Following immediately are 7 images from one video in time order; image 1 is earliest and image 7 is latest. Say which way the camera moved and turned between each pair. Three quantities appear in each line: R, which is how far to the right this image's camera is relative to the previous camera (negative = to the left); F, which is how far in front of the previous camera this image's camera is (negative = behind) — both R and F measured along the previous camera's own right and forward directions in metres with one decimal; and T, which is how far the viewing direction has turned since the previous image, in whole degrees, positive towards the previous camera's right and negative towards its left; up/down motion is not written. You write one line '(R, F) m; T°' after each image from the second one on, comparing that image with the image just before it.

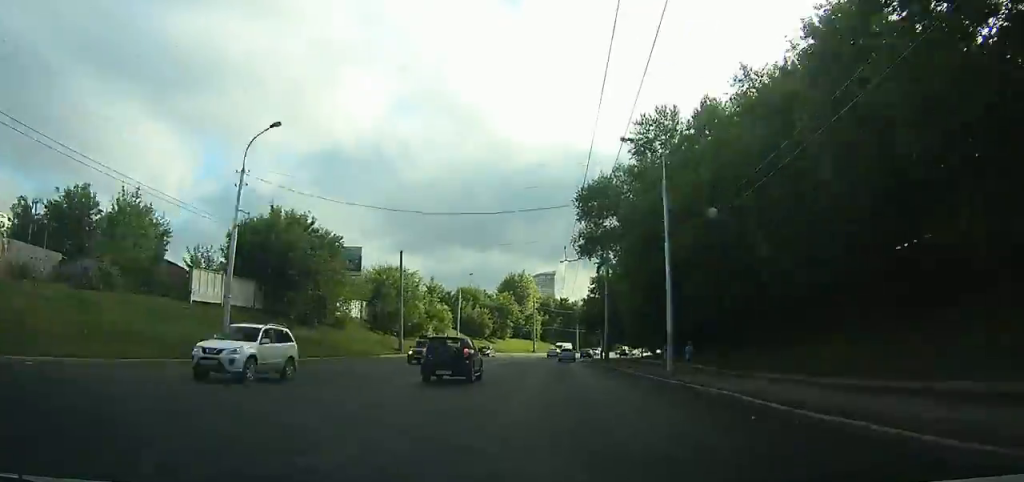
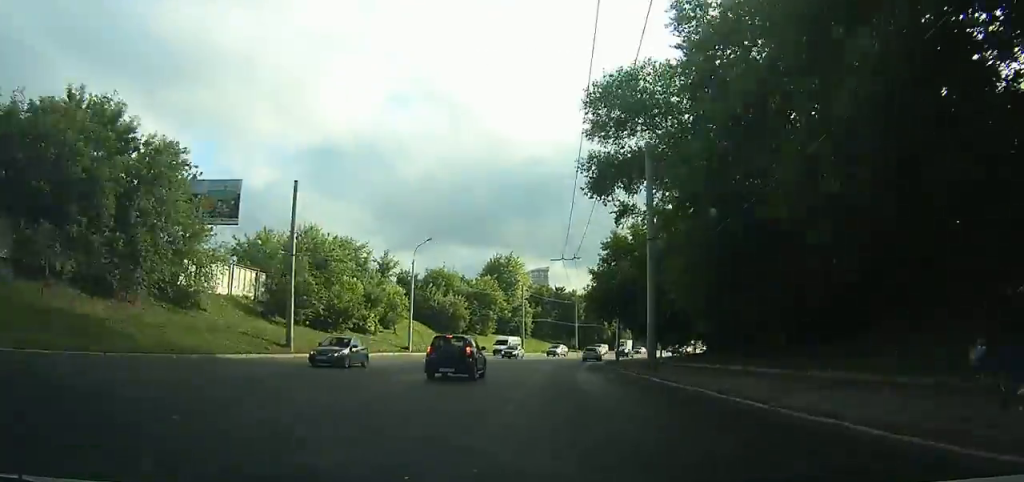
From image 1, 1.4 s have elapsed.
(-0.3, +23.3) m; +1°
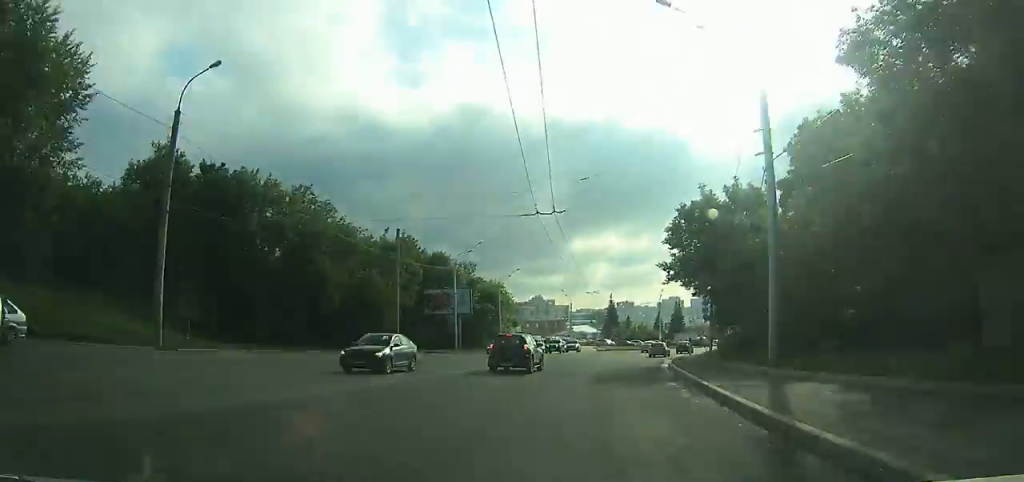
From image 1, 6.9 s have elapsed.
(+11.3, +88.8) m; +19°
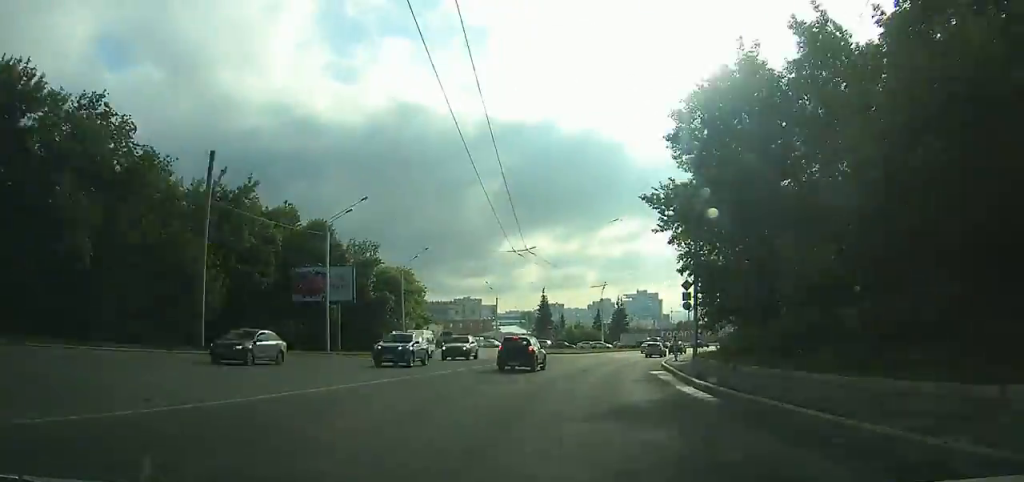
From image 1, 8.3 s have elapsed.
(+1.3, +21.3) m; +6°
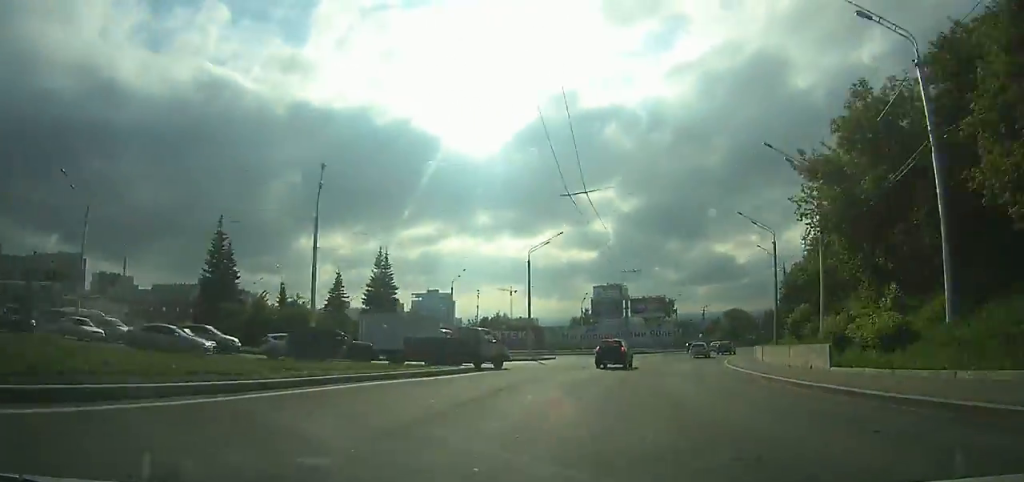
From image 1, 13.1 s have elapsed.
(+12.6, +66.4) m; +20°
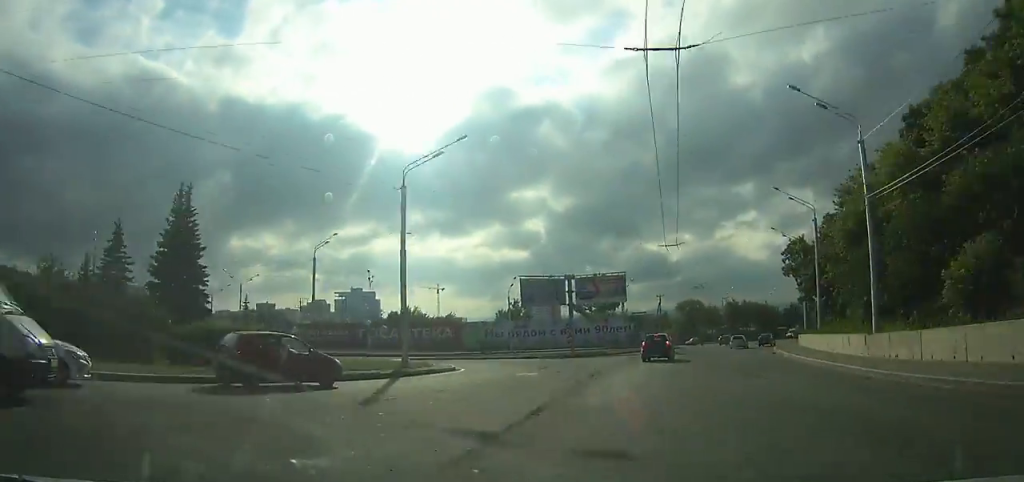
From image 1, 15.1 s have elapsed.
(+2.1, +24.0) m; +2°
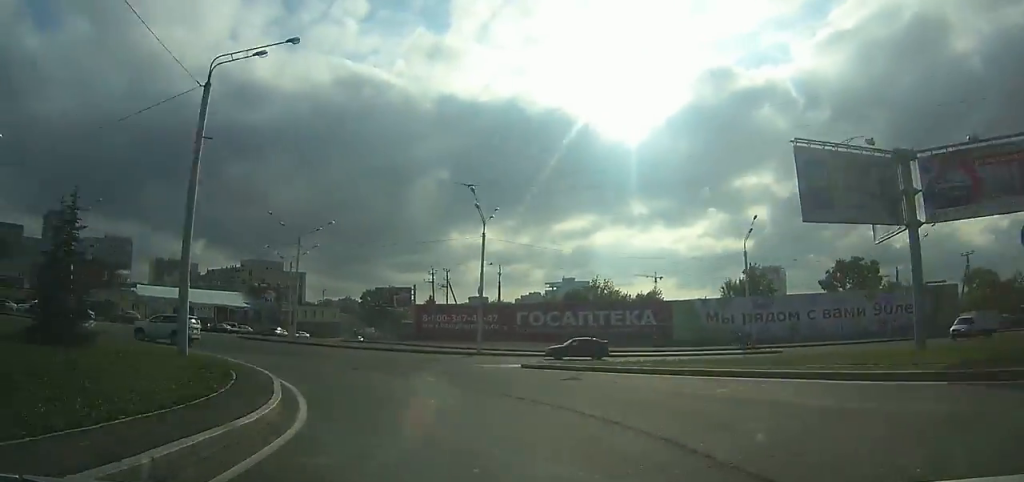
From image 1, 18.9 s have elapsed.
(-1.3, +39.3) m; -16°
